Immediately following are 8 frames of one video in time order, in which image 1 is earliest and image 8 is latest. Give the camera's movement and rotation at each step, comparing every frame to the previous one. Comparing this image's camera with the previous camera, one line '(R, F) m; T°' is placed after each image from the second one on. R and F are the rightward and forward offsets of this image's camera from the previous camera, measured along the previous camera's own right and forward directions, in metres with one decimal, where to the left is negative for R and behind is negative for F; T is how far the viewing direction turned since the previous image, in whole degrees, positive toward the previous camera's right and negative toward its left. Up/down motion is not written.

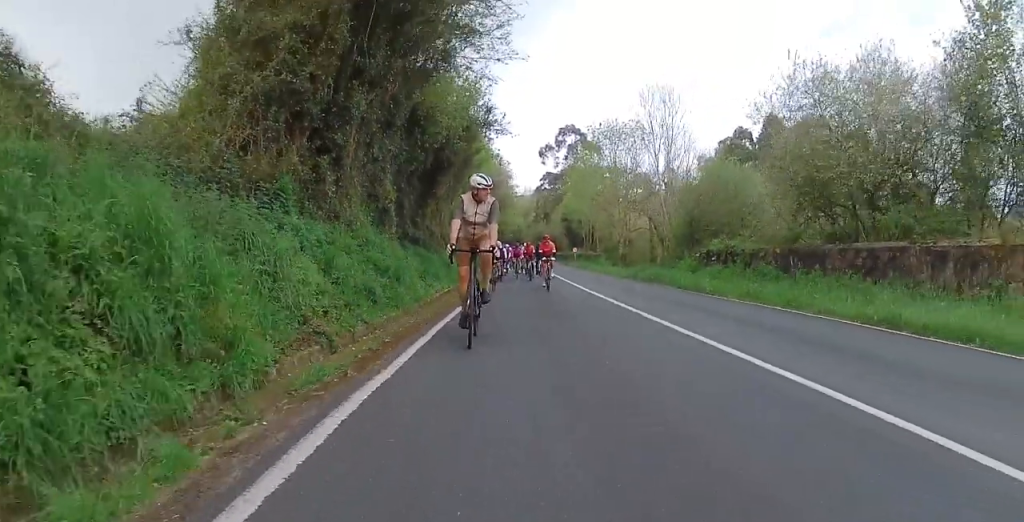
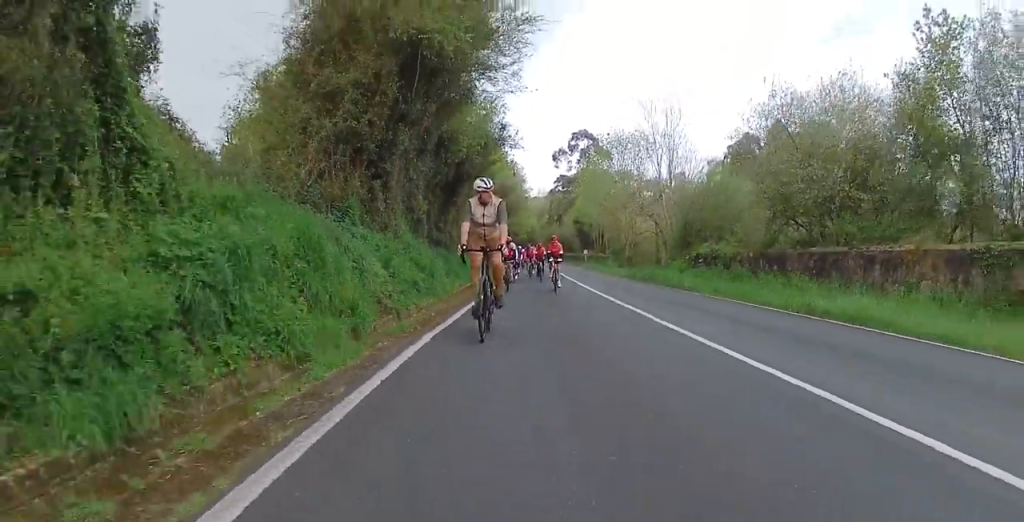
(-0.3, +3.2) m; -3°
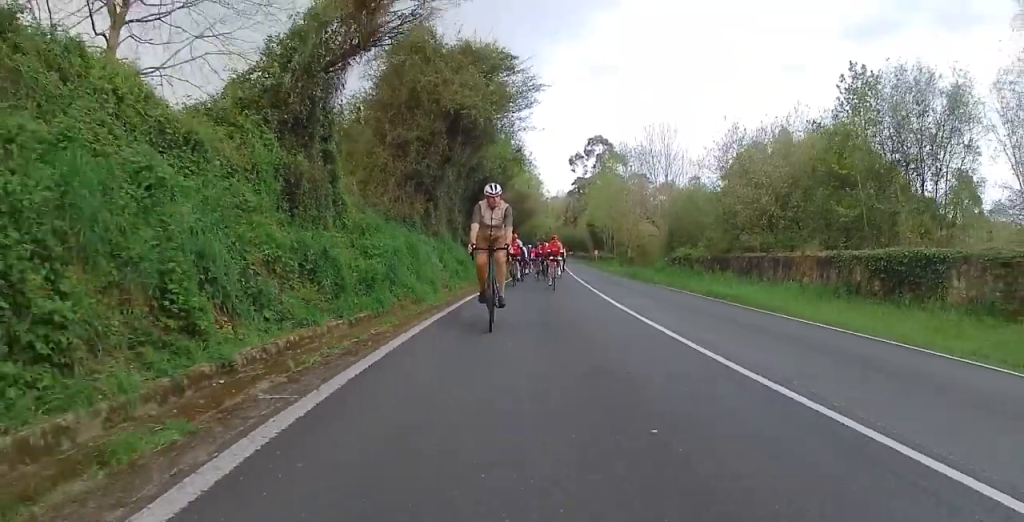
(-0.3, +6.5) m; -4°
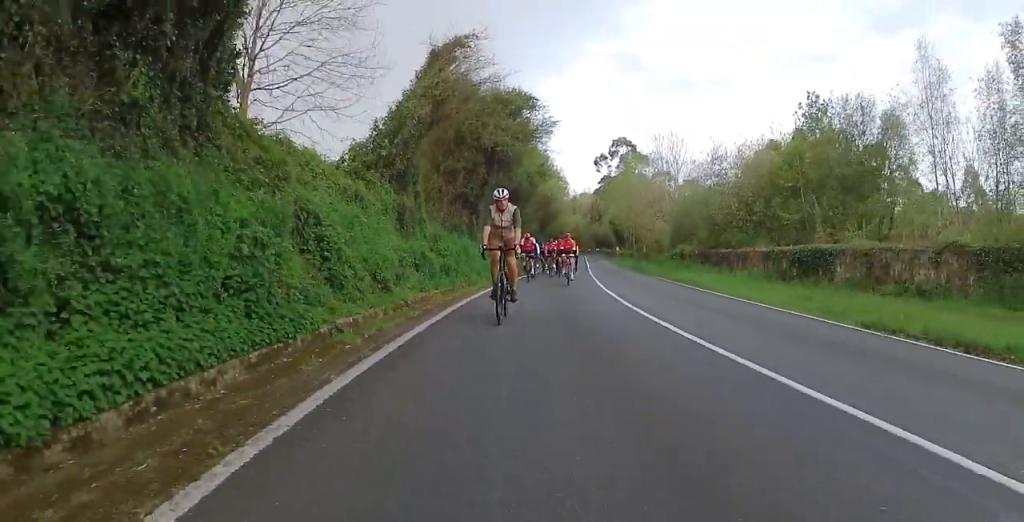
(-0.4, +6.5) m; -4°
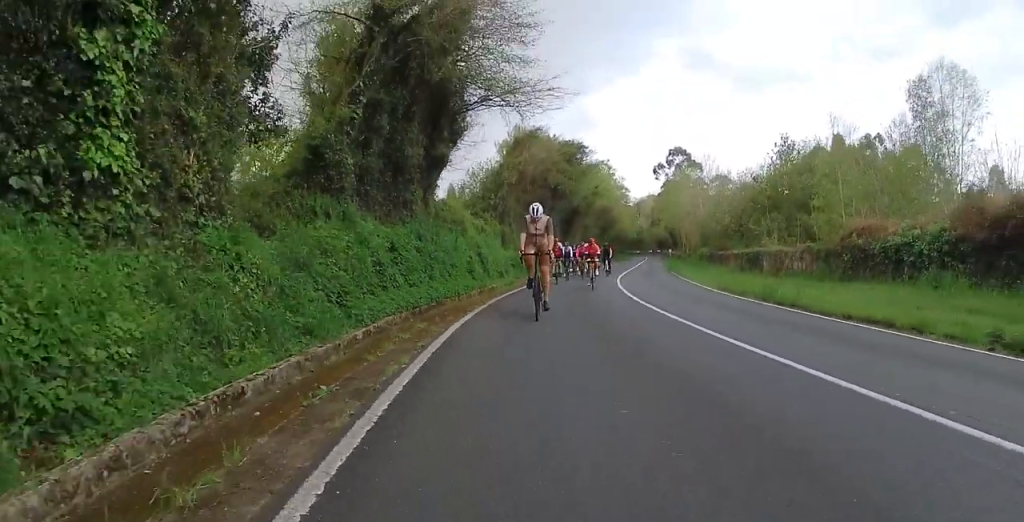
(+0.4, +12.6) m; +1°
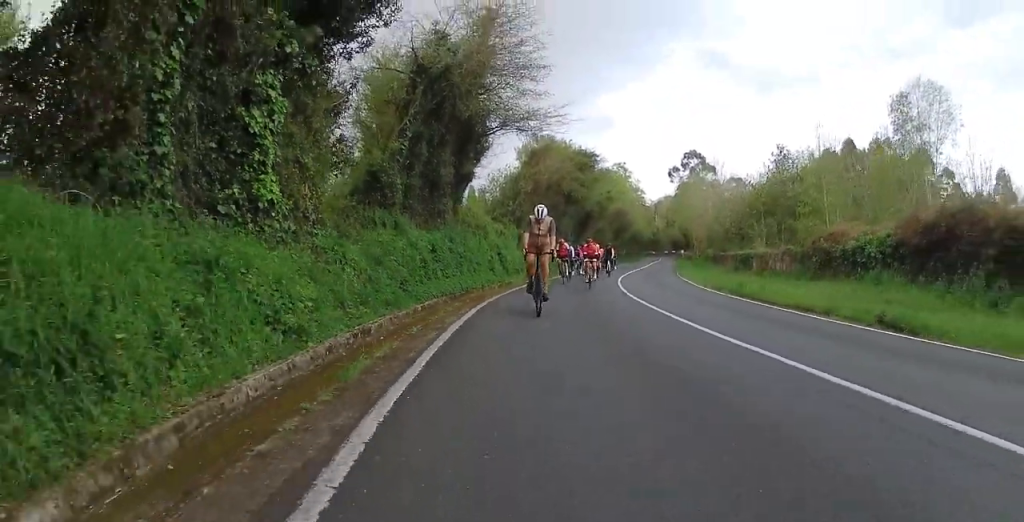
(0.0, +3.8) m; -4°
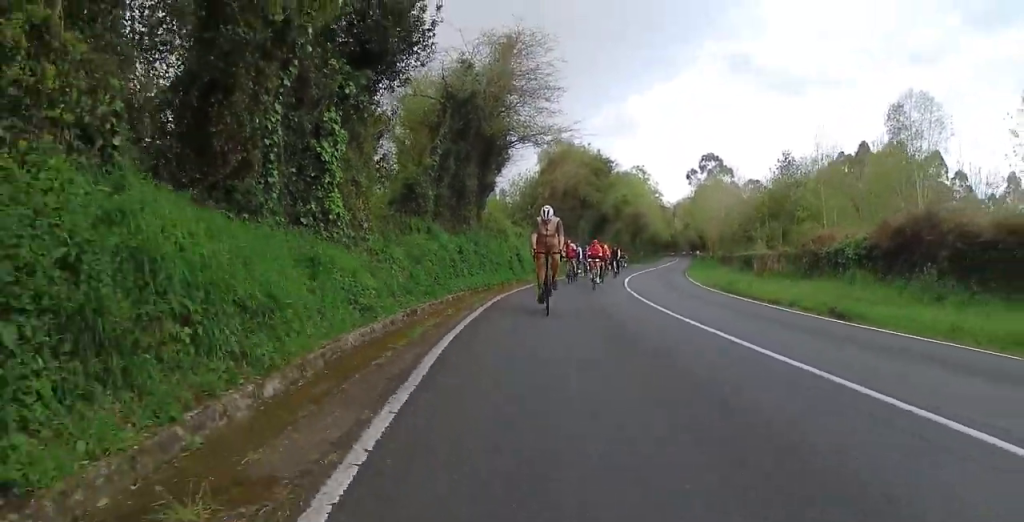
(-0.1, +2.7) m; -3°
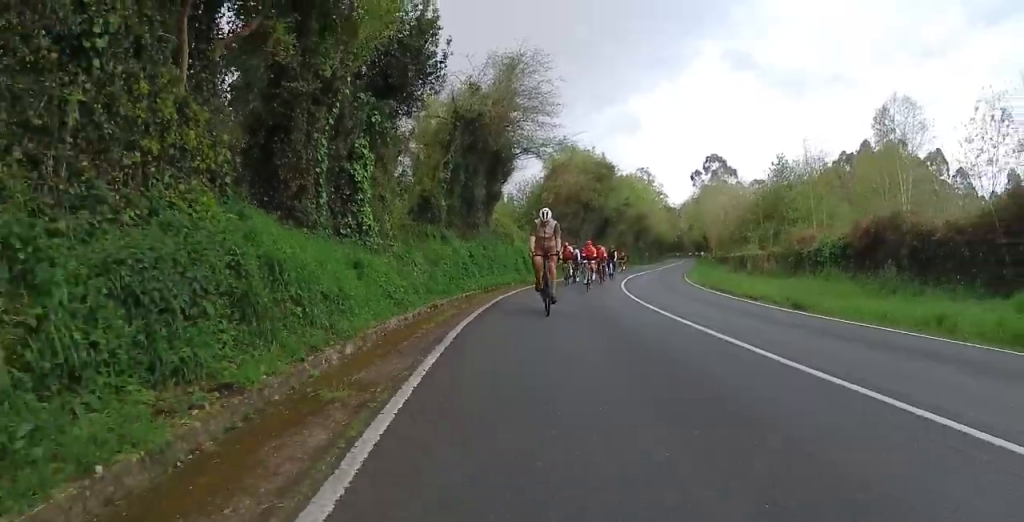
(-0.2, +2.3) m; -3°
